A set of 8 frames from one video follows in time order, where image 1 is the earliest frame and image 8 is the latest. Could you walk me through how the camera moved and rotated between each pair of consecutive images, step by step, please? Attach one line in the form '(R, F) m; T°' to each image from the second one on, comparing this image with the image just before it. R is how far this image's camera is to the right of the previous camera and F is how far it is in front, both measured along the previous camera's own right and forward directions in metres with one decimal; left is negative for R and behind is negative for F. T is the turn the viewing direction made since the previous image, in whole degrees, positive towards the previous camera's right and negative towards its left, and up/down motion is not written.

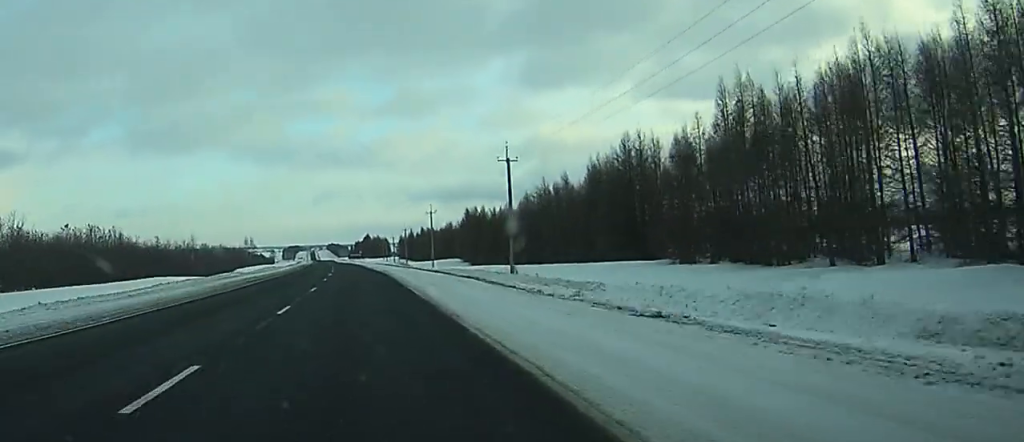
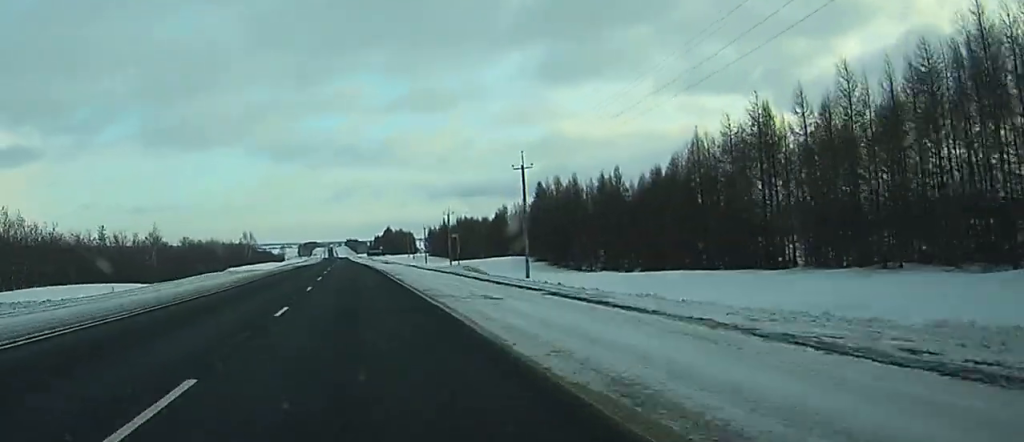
(-0.7, +60.5) m; -1°
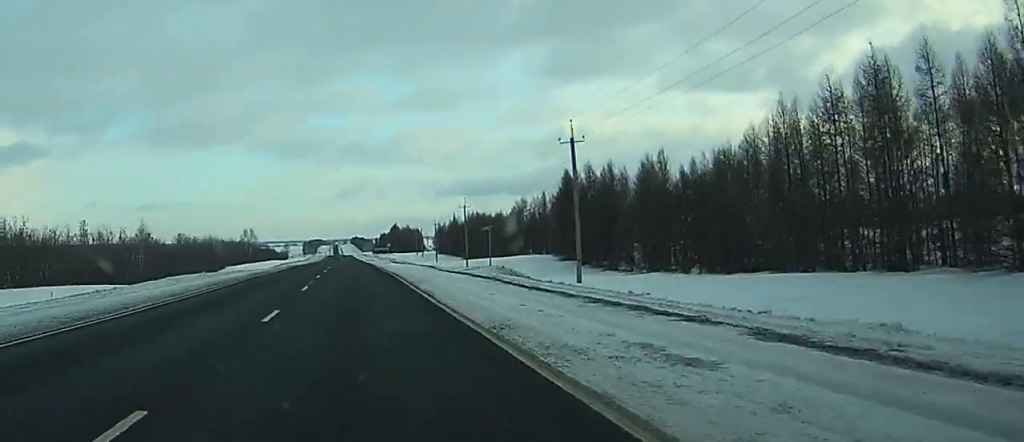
(0.0, +13.7) m; 0°
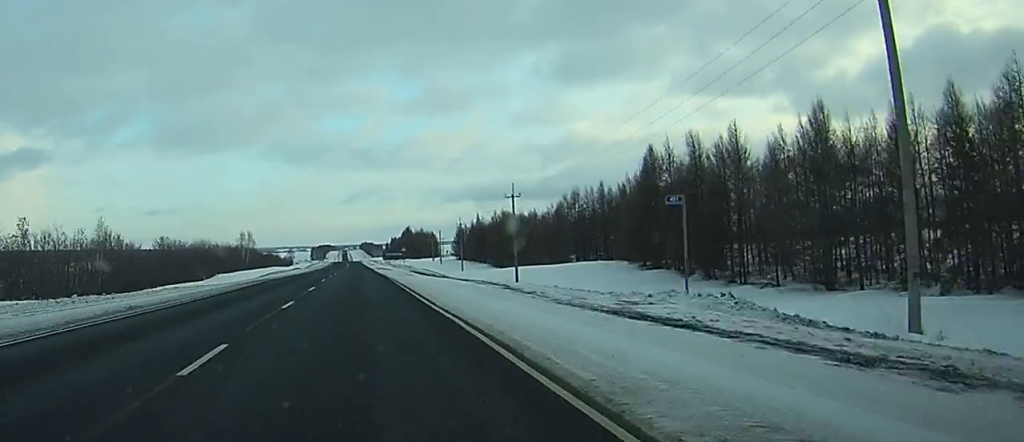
(-0.3, +30.5) m; -1°
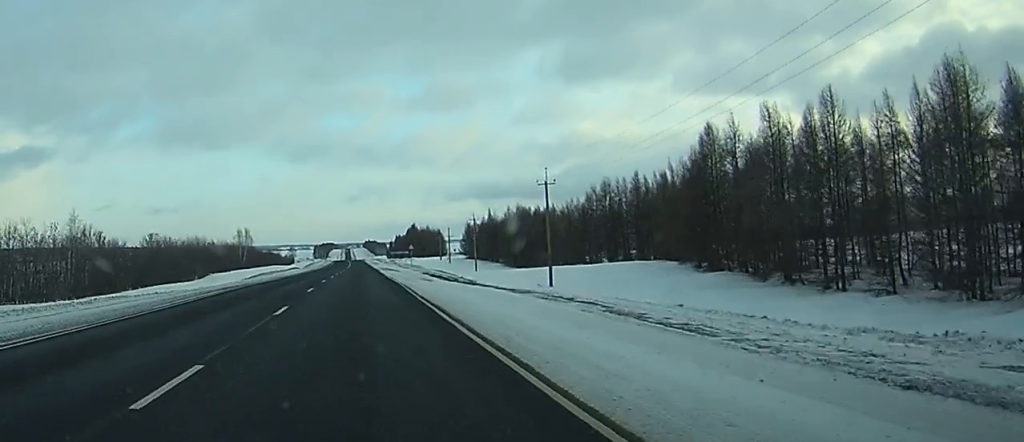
(0.0, +13.6) m; -1°
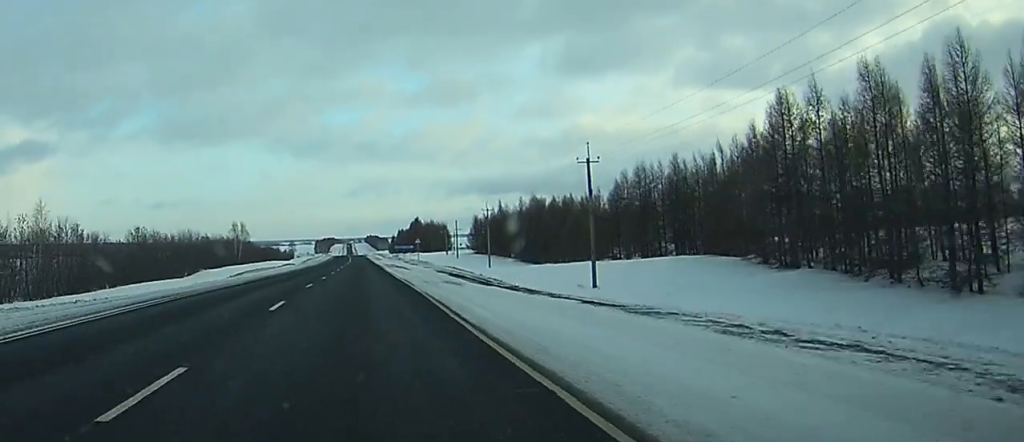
(-0.1, +12.6) m; 0°
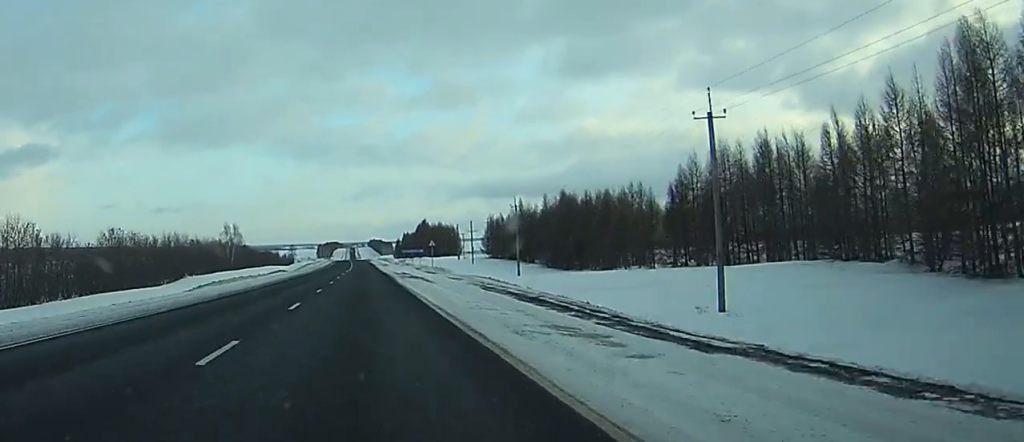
(-0.1, +20.0) m; 0°
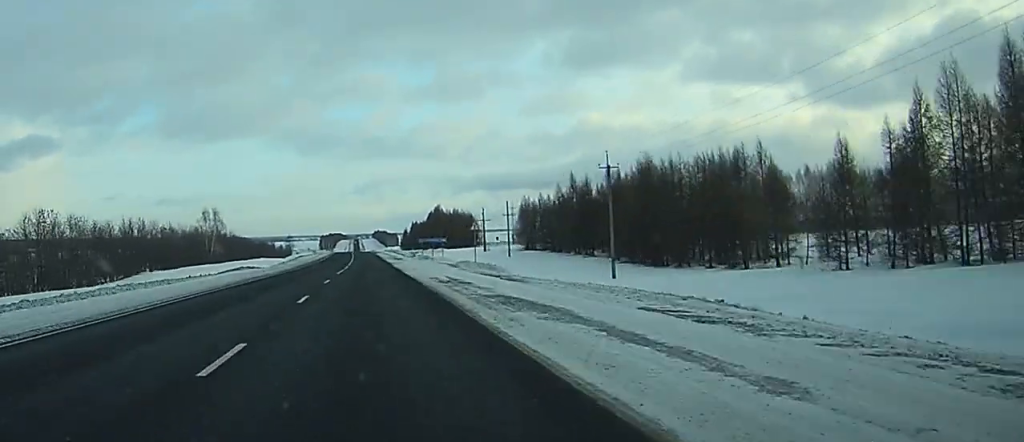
(-0.1, +36.9) m; -1°
